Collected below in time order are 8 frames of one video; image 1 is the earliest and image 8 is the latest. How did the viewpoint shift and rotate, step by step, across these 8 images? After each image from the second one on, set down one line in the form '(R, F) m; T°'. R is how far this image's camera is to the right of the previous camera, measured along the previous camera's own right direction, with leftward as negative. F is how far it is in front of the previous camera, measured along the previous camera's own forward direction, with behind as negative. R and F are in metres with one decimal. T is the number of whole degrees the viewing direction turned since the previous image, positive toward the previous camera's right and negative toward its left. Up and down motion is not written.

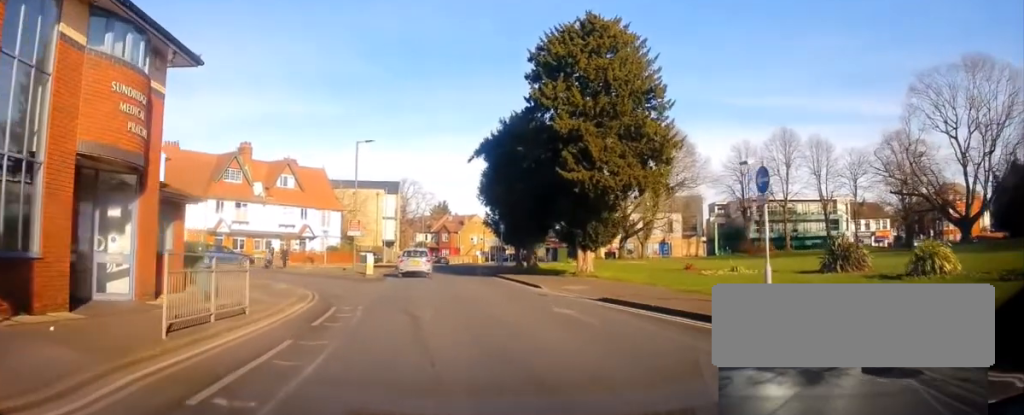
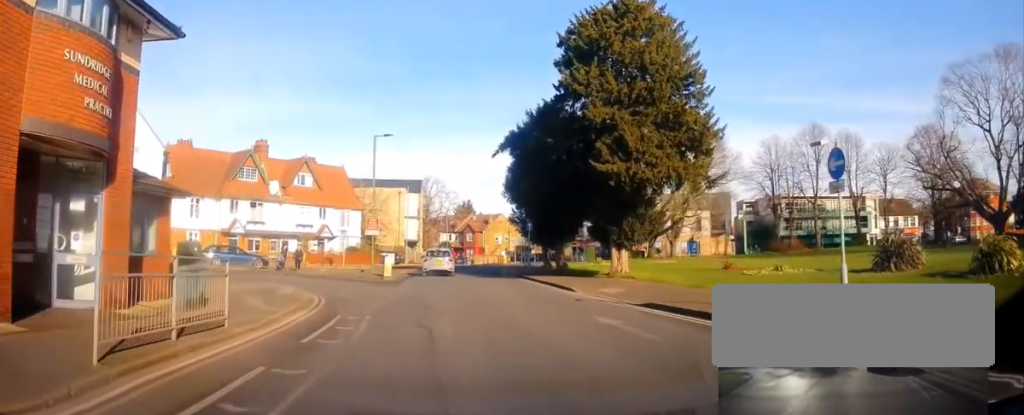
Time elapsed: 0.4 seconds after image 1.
(-0.1, +2.2) m; -2°
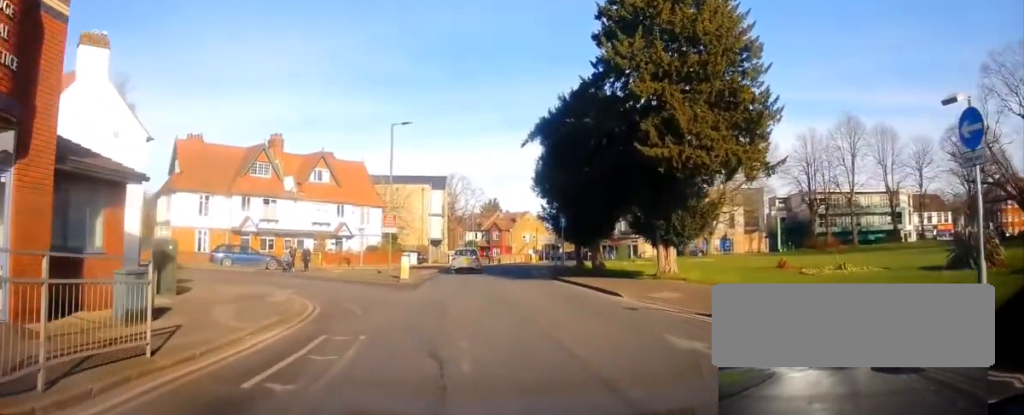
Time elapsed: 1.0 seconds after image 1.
(0.0, +3.1) m; -3°
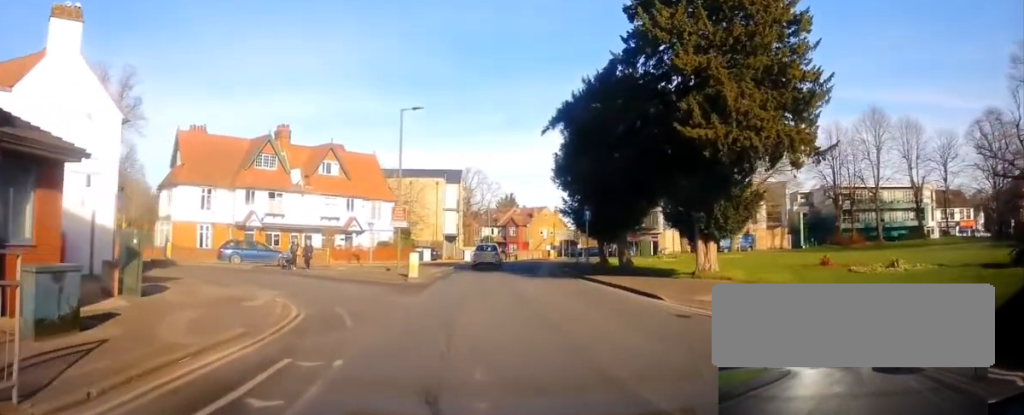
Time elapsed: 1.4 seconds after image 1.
(-0.1, +2.6) m; -2°
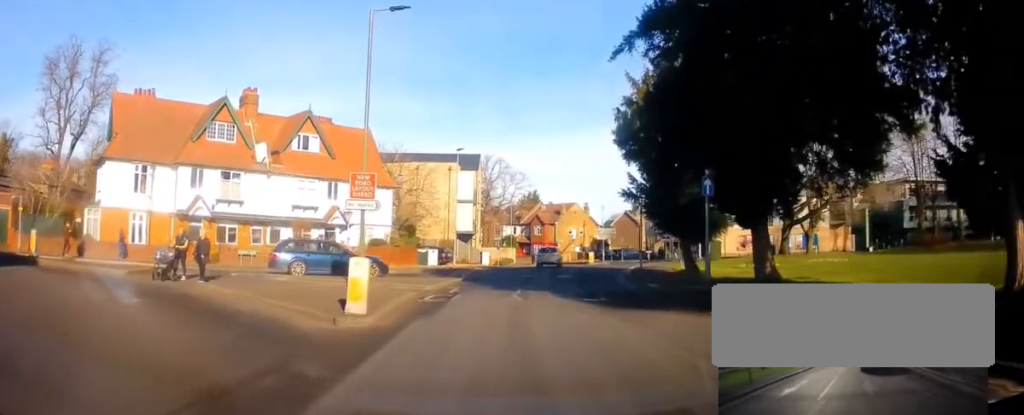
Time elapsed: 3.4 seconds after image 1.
(-0.4, +12.9) m; +1°
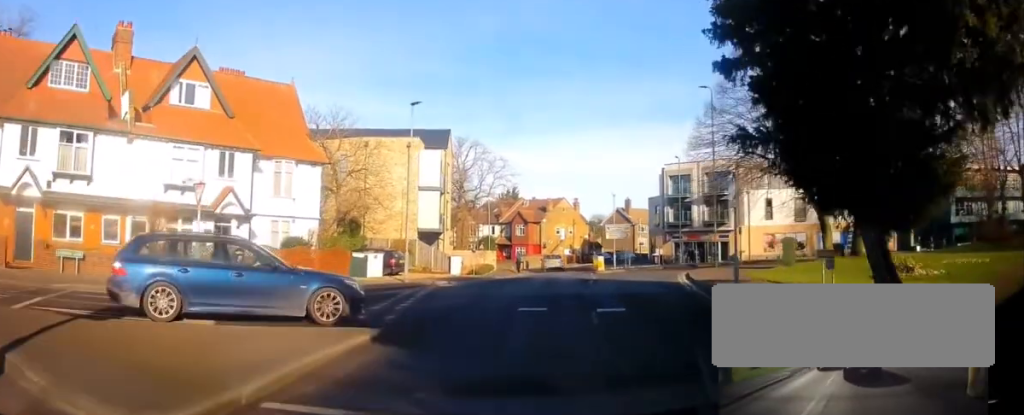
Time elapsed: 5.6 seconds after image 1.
(+0.1, +14.5) m; 0°
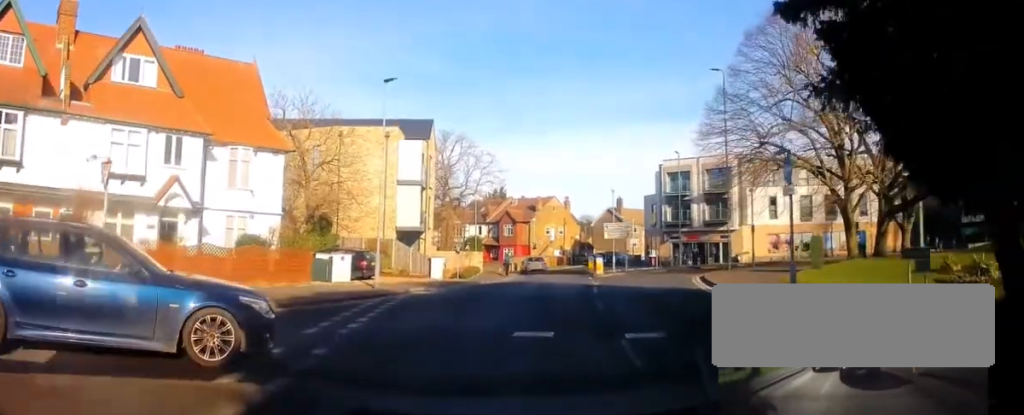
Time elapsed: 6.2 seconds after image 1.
(0.0, +3.8) m; +1°
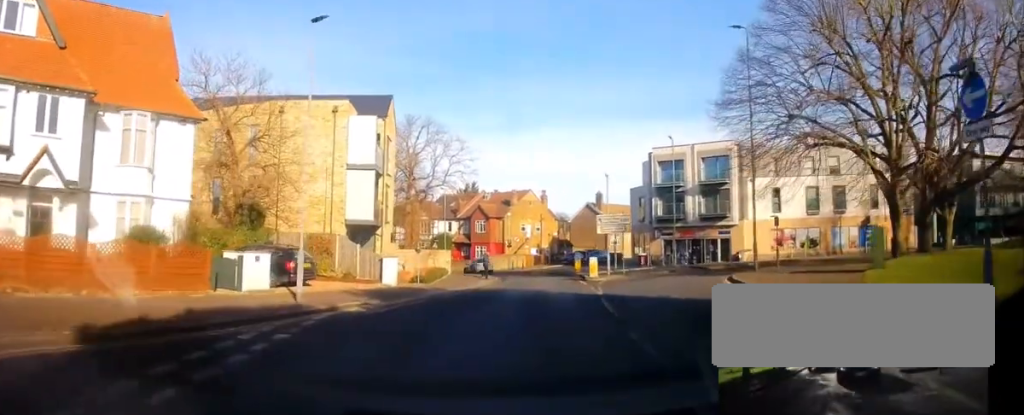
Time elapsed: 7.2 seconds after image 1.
(+0.1, +6.7) m; +4°
